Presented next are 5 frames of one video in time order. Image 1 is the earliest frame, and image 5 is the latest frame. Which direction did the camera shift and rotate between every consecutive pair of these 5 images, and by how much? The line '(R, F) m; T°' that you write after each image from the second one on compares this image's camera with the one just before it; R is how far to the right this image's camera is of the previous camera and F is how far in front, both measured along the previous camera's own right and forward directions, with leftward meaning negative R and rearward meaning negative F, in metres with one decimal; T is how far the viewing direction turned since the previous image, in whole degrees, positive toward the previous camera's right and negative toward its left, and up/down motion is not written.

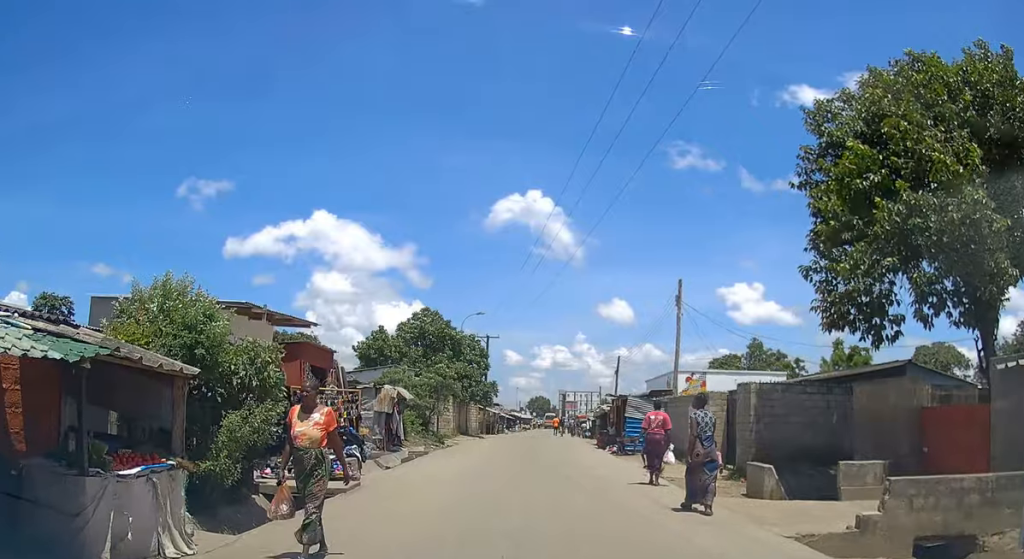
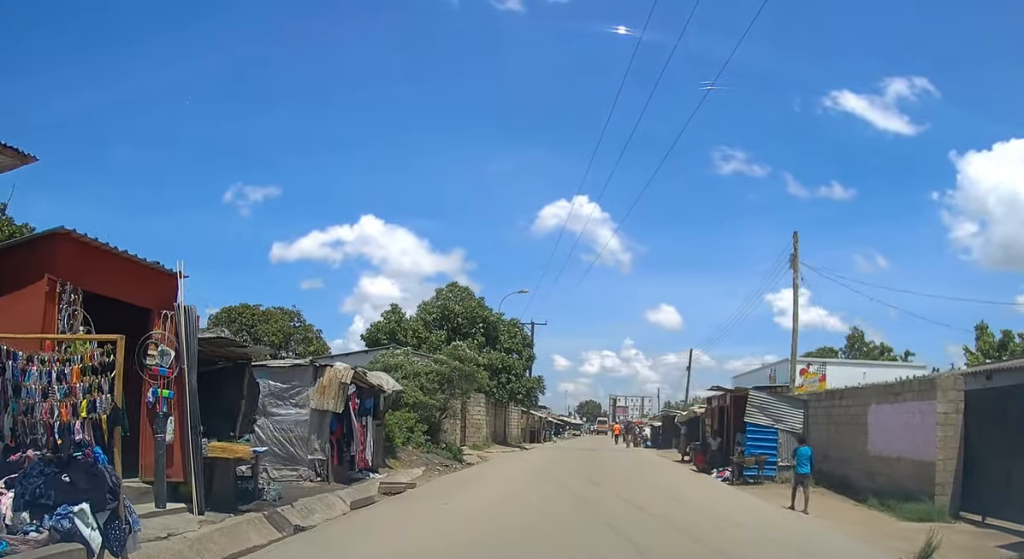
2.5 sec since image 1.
(-0.1, +10.9) m; -1°
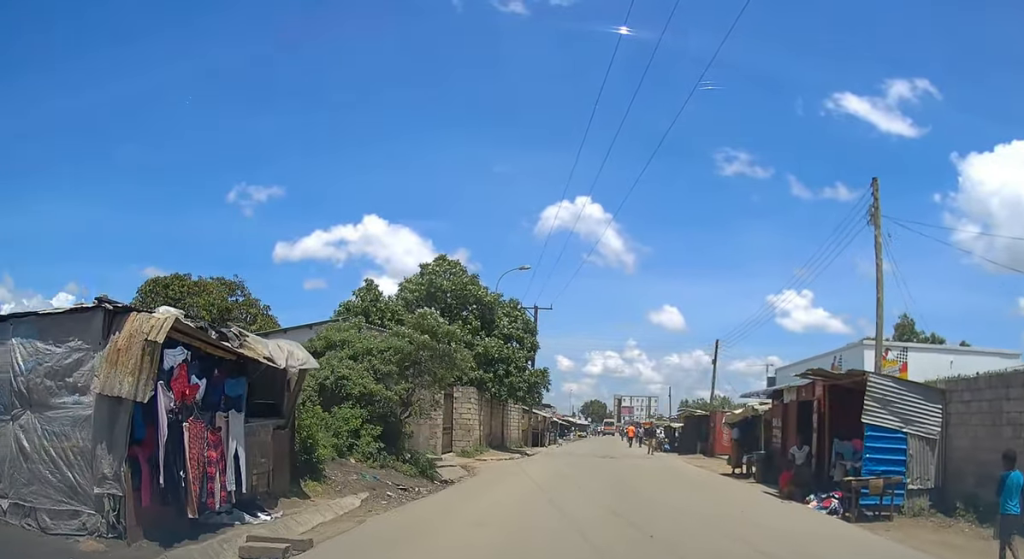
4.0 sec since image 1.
(-0.2, +6.7) m; -2°
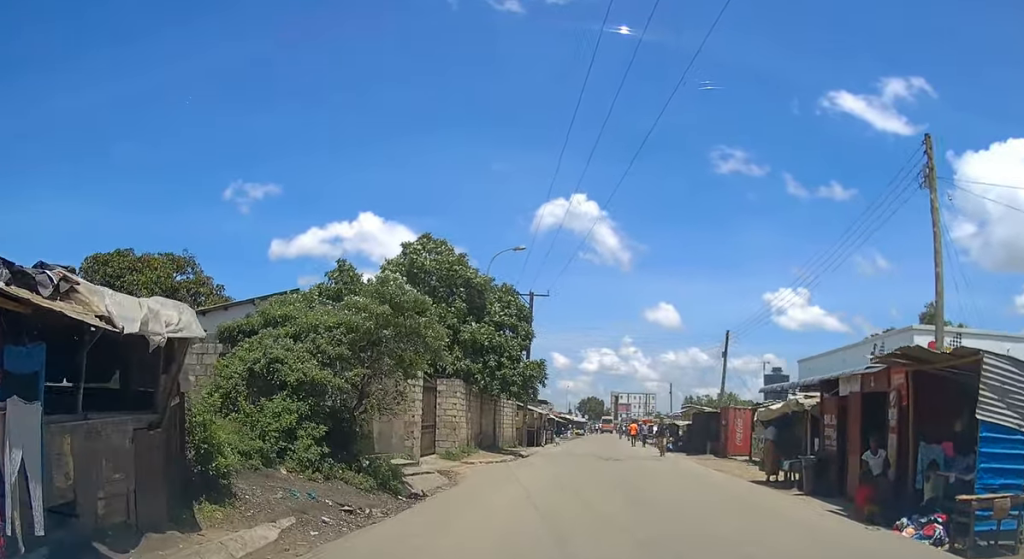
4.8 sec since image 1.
(0.0, +3.6) m; 0°
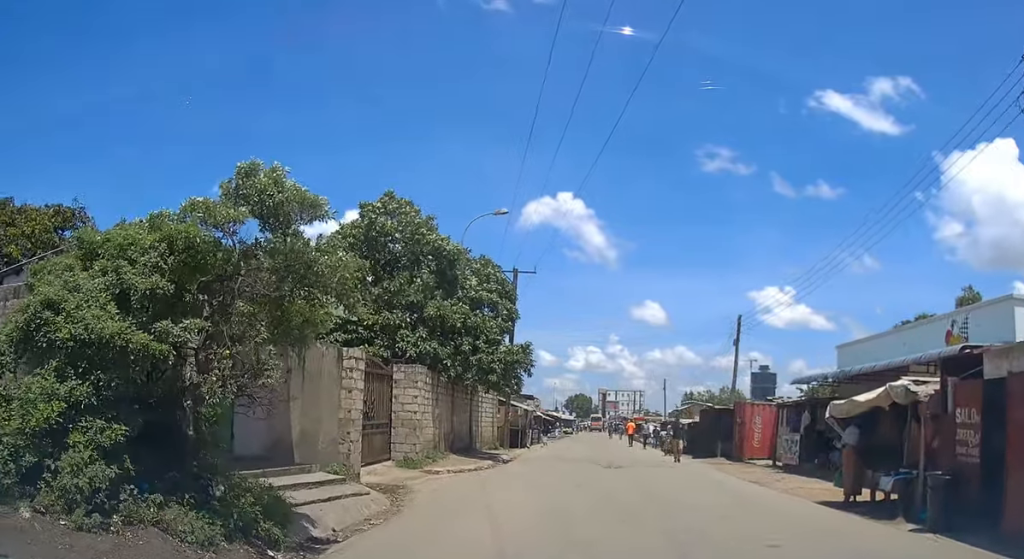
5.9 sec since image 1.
(0.0, +5.4) m; +1°
